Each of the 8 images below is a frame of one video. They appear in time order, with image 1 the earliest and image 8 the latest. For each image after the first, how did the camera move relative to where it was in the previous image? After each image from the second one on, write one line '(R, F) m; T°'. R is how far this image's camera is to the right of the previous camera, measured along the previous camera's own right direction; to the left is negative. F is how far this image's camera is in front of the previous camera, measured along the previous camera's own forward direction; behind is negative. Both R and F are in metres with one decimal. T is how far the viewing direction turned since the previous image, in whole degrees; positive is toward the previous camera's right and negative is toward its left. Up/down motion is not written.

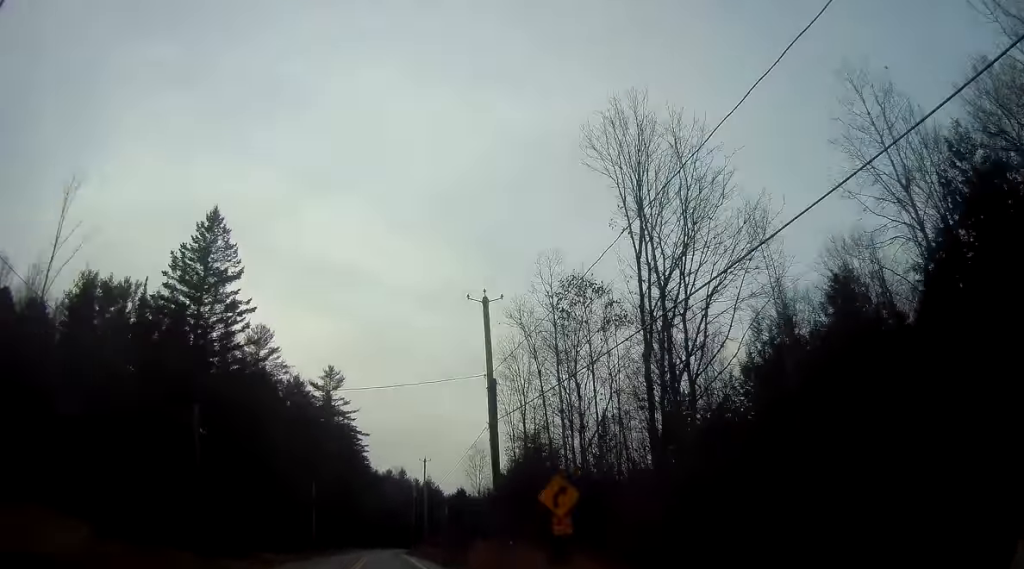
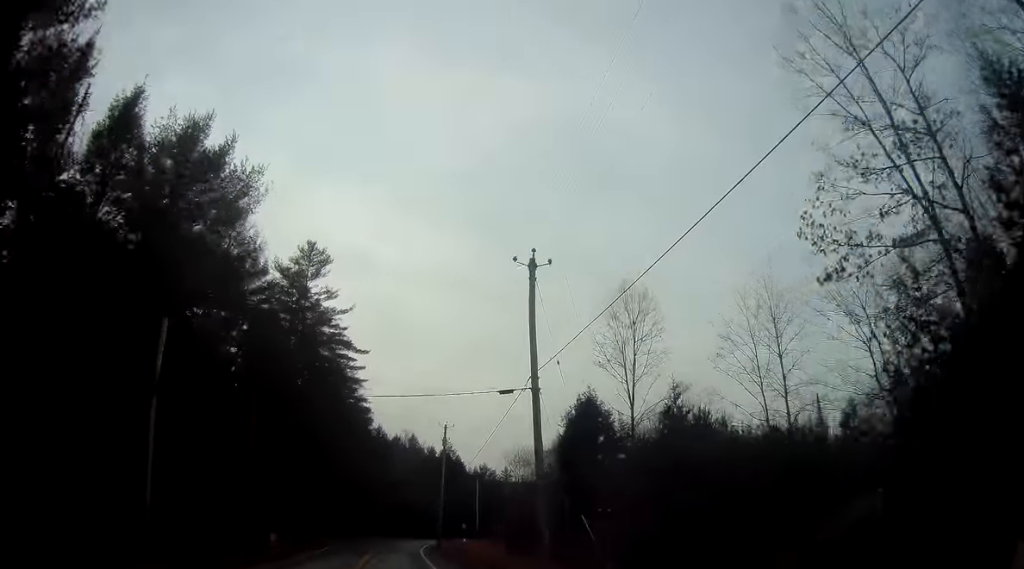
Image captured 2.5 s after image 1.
(-0.5, +46.0) m; +1°
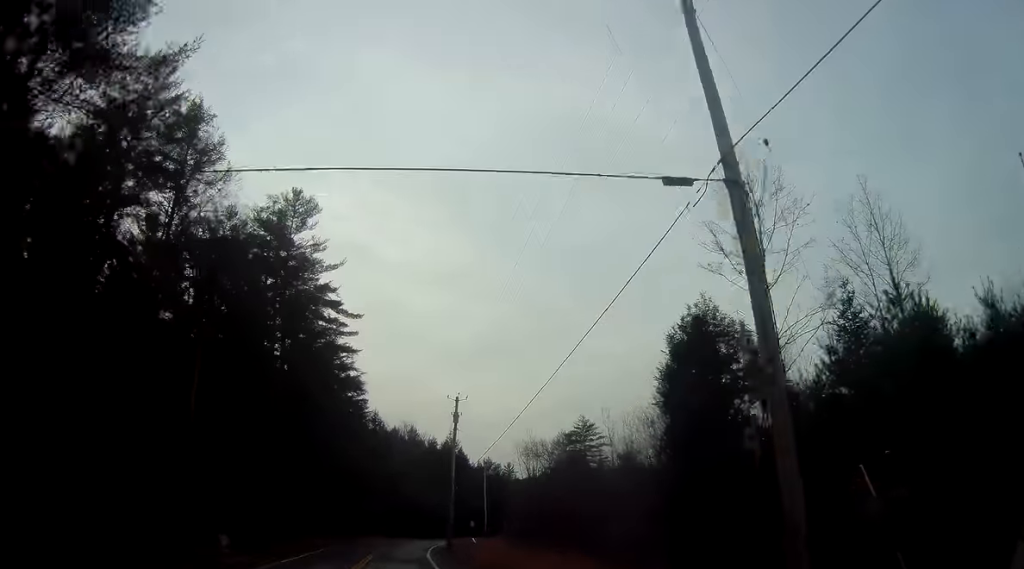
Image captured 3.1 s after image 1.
(+0.1, +12.0) m; 0°
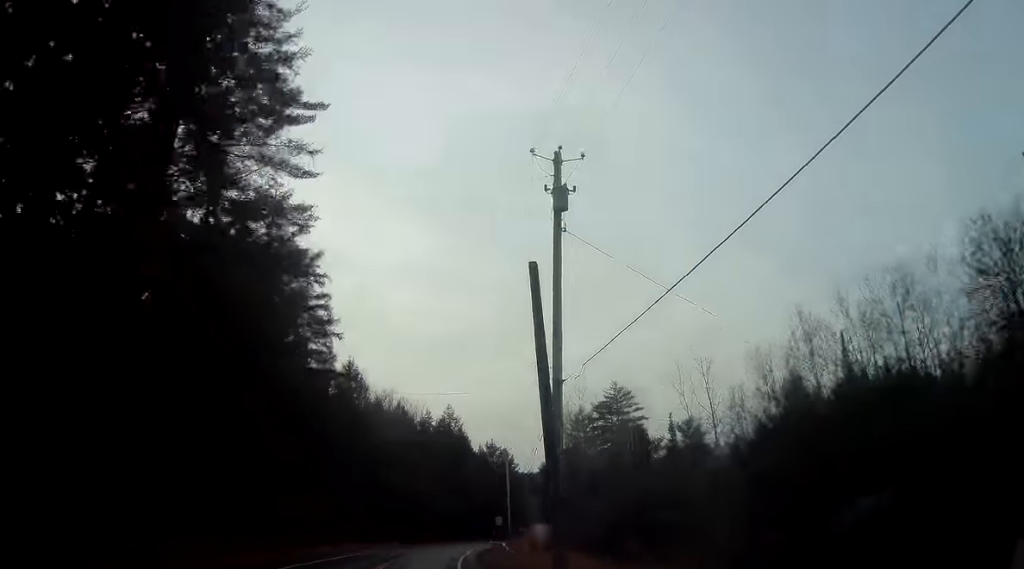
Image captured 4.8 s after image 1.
(+0.7, +32.3) m; +5°
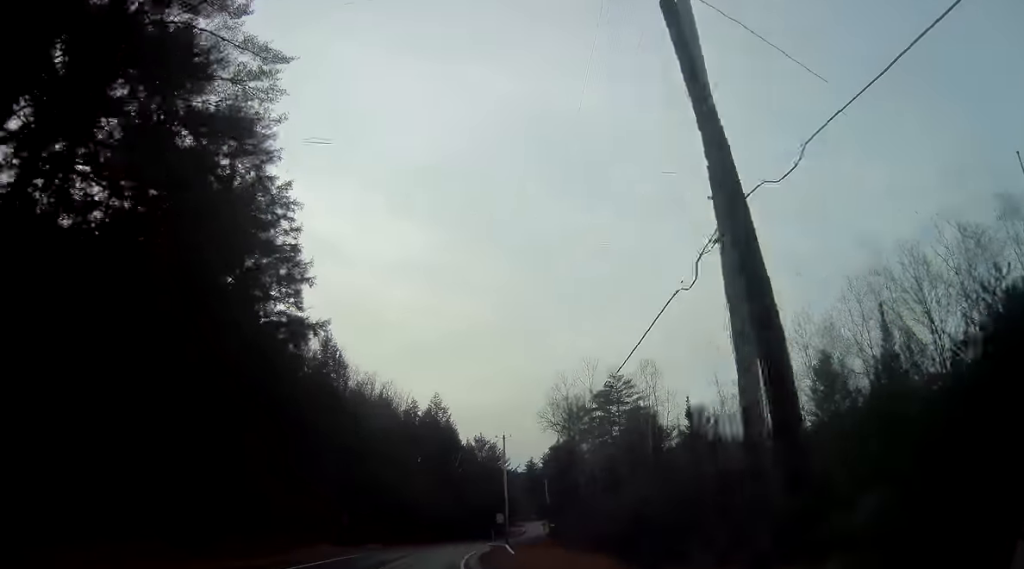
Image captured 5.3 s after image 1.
(+0.1, +8.8) m; +3°
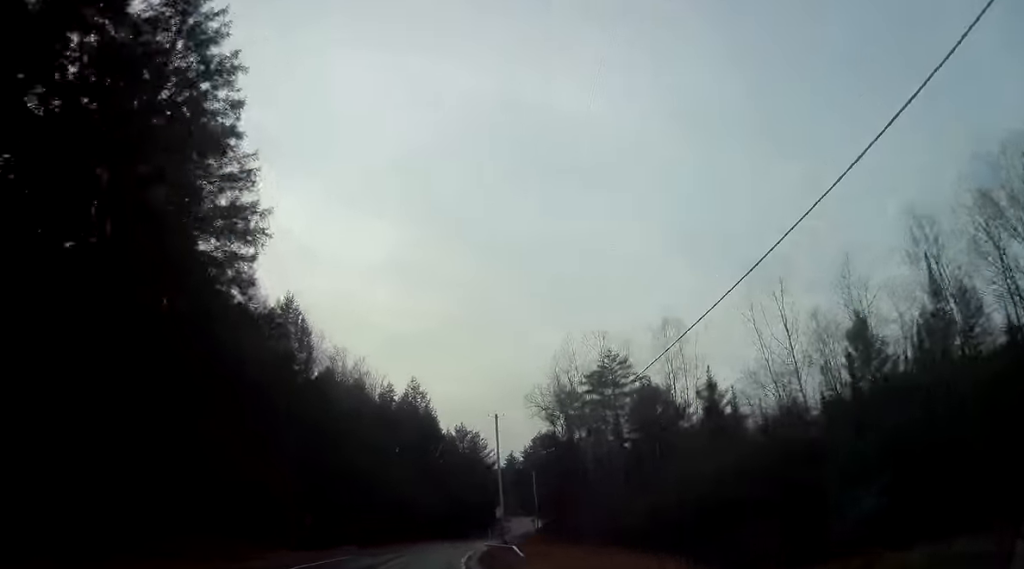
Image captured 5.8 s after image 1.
(+0.4, +10.1) m; +3°
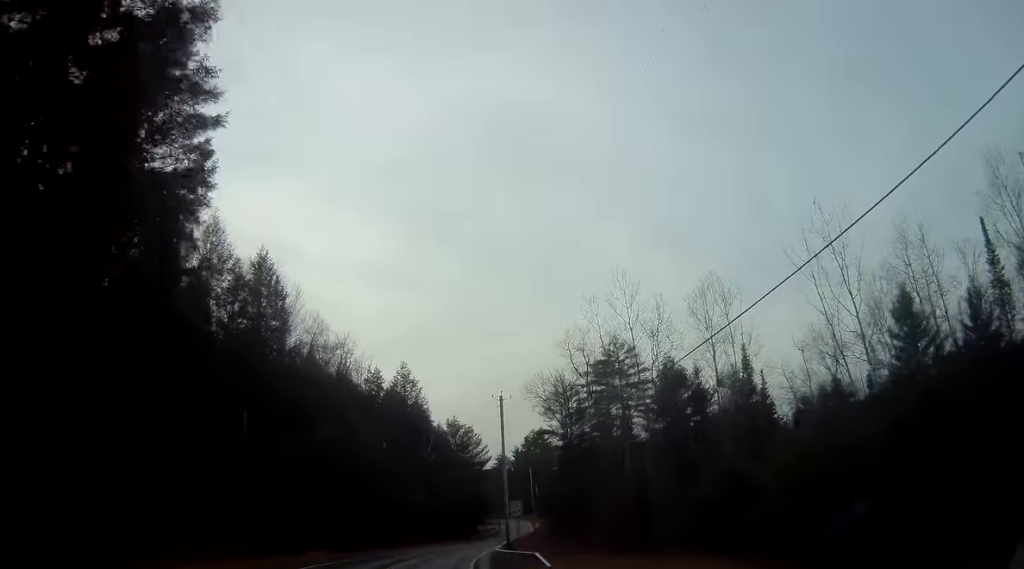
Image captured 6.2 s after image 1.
(+0.2, +8.2) m; +2°
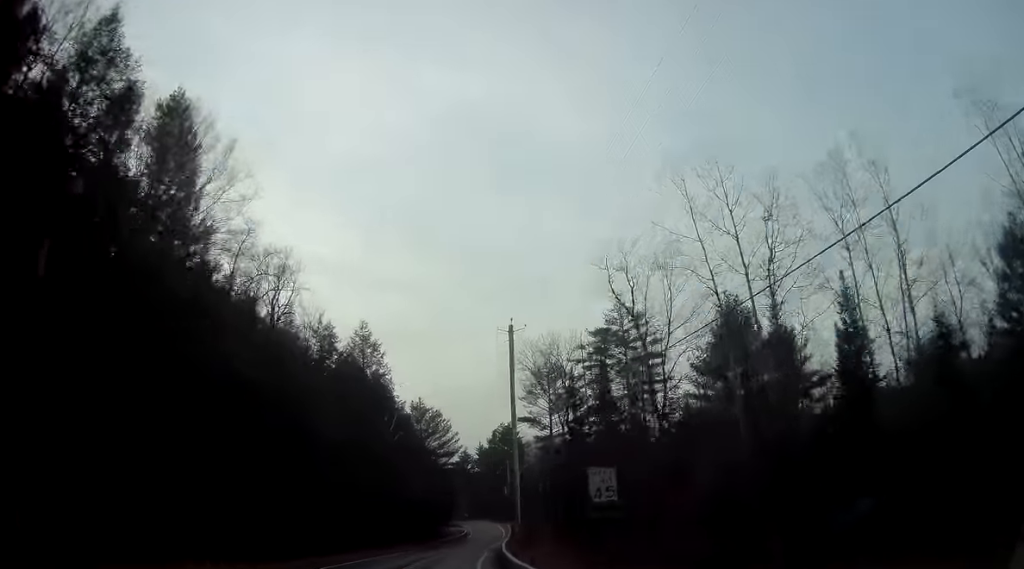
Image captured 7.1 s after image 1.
(+0.5, +17.6) m; +4°
